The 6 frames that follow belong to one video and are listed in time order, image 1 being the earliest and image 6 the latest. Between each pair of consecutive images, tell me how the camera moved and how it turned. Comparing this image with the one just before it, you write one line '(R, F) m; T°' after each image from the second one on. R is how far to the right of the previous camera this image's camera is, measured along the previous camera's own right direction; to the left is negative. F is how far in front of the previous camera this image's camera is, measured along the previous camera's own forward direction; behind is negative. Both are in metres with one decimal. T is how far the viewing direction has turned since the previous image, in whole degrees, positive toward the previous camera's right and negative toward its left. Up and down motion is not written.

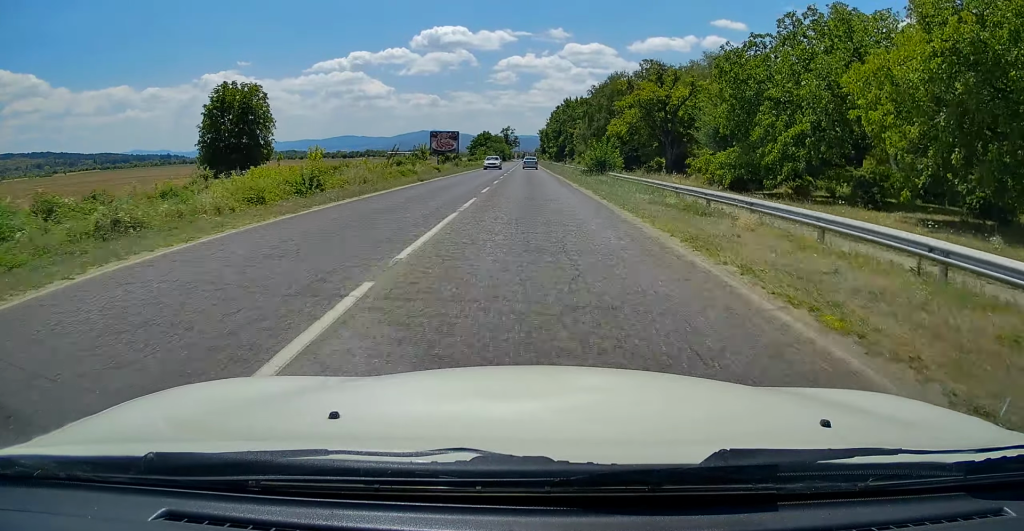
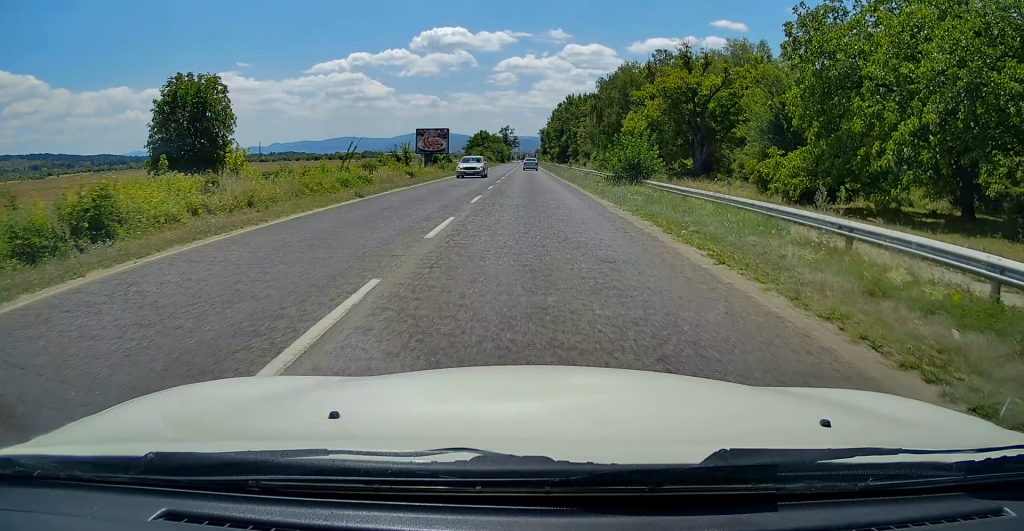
(-0.1, +12.6) m; 0°
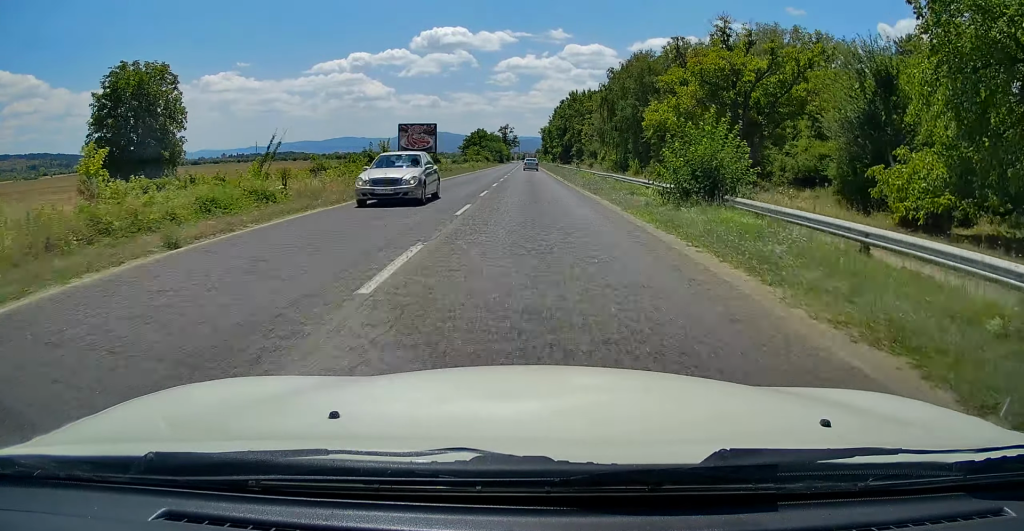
(-0.1, +11.4) m; 0°
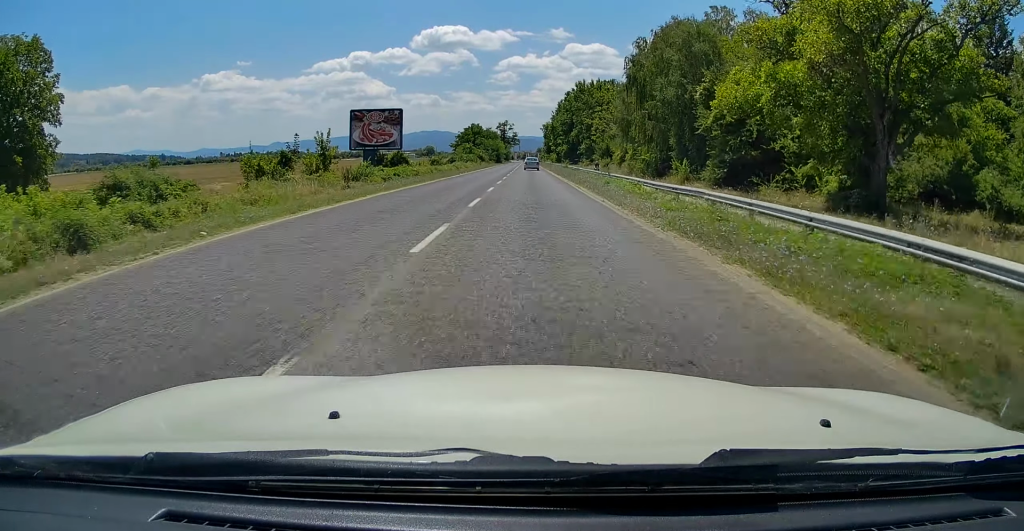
(+0.1, +20.1) m; 0°
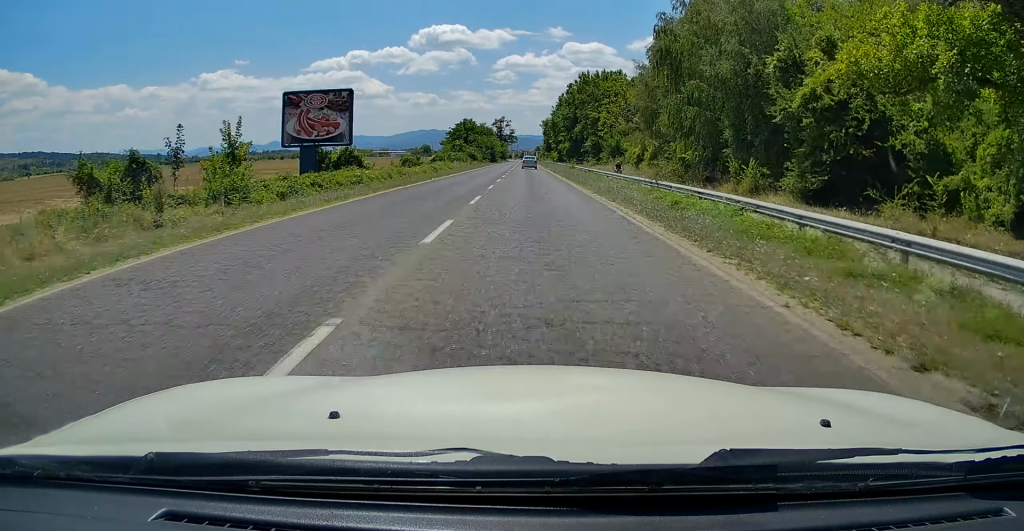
(-0.1, +14.7) m; 0°
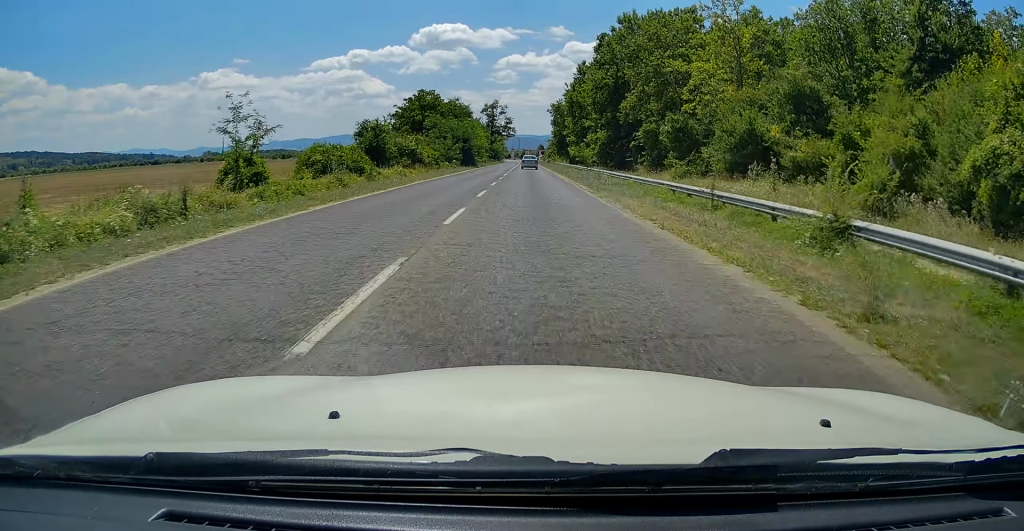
(+0.3, +58.6) m; 0°
